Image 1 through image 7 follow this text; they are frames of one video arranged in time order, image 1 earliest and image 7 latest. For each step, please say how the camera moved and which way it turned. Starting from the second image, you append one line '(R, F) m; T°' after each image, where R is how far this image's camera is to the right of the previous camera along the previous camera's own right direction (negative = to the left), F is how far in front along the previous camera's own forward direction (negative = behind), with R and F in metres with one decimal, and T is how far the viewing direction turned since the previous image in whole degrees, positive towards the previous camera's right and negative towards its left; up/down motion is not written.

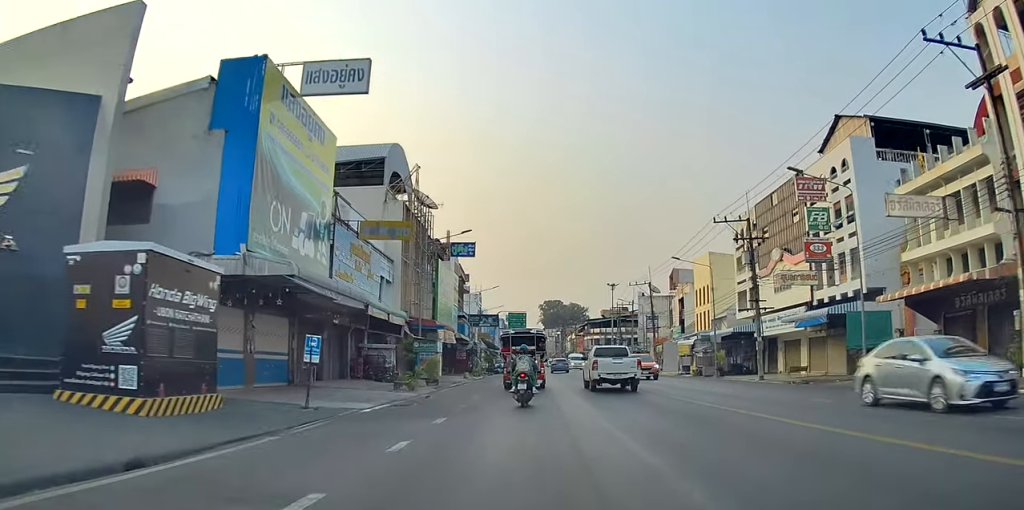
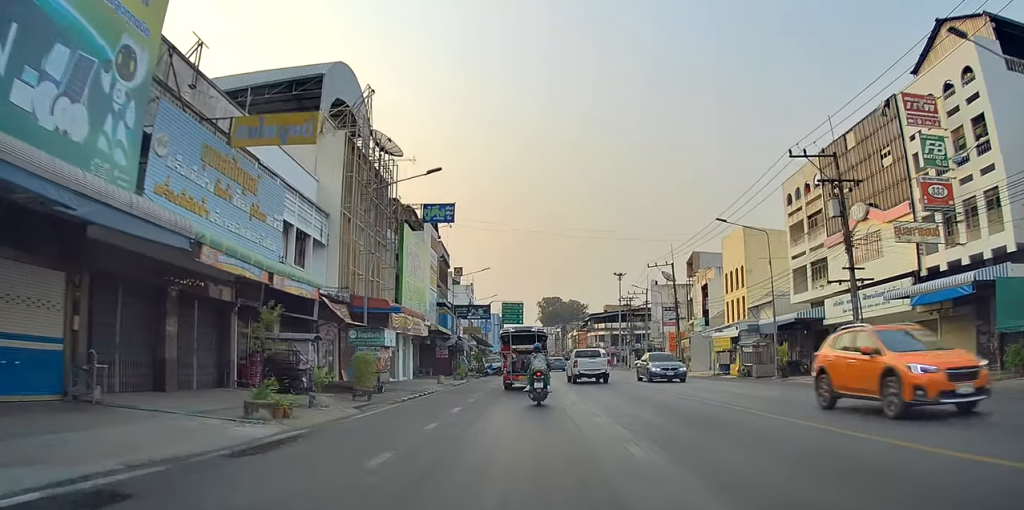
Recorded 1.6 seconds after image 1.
(-0.2, +13.4) m; -1°
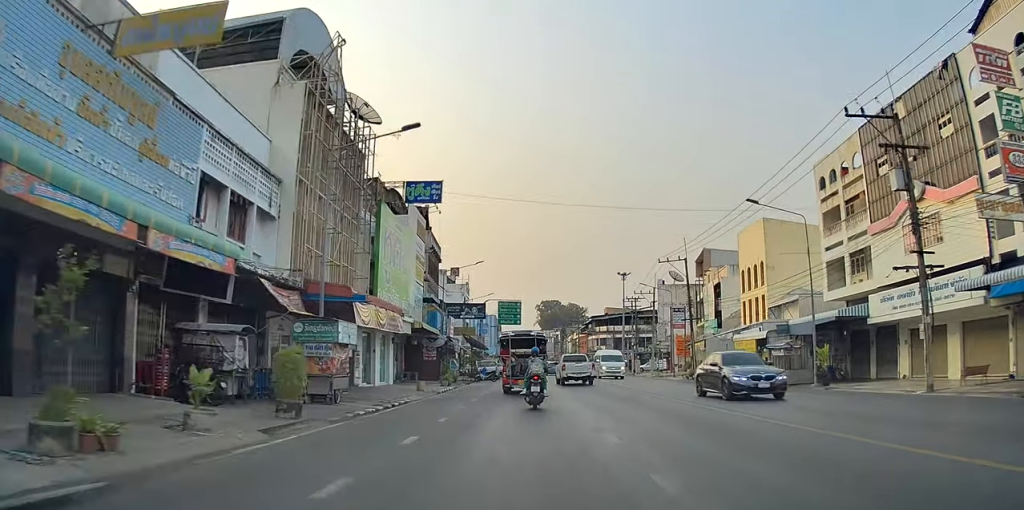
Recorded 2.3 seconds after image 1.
(0.0, +5.8) m; -3°
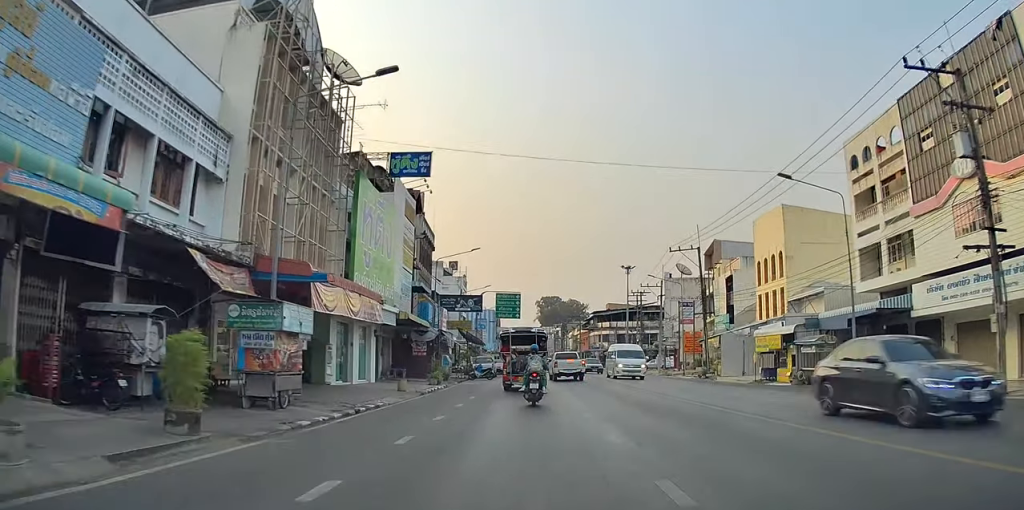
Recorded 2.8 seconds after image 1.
(+0.2, +4.2) m; -2°
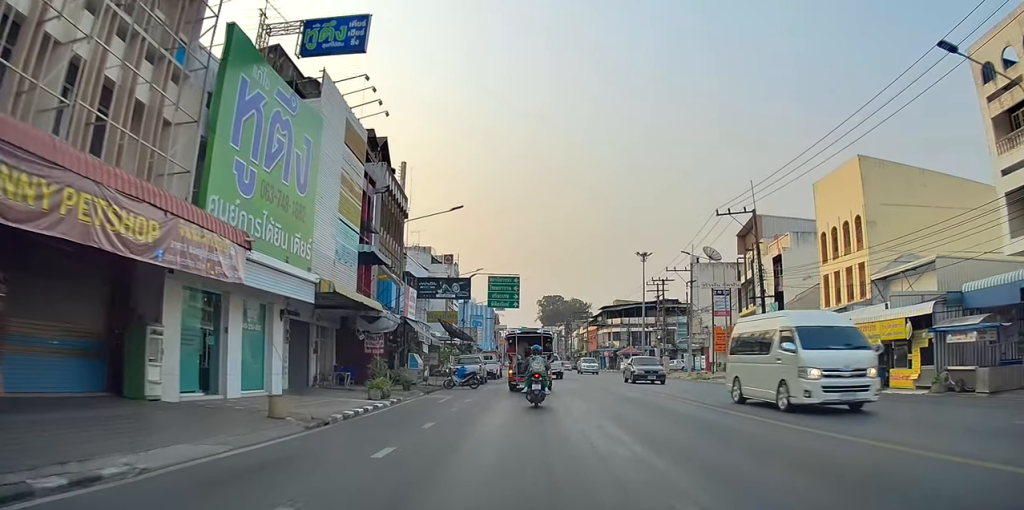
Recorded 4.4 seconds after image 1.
(-0.4, +13.0) m; -1°
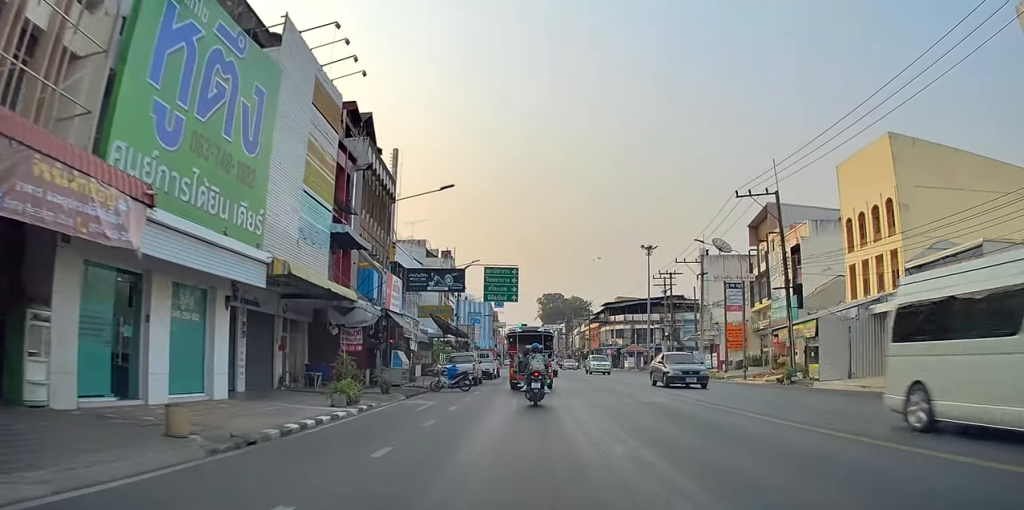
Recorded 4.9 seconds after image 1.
(+0.1, +4.1) m; 0°
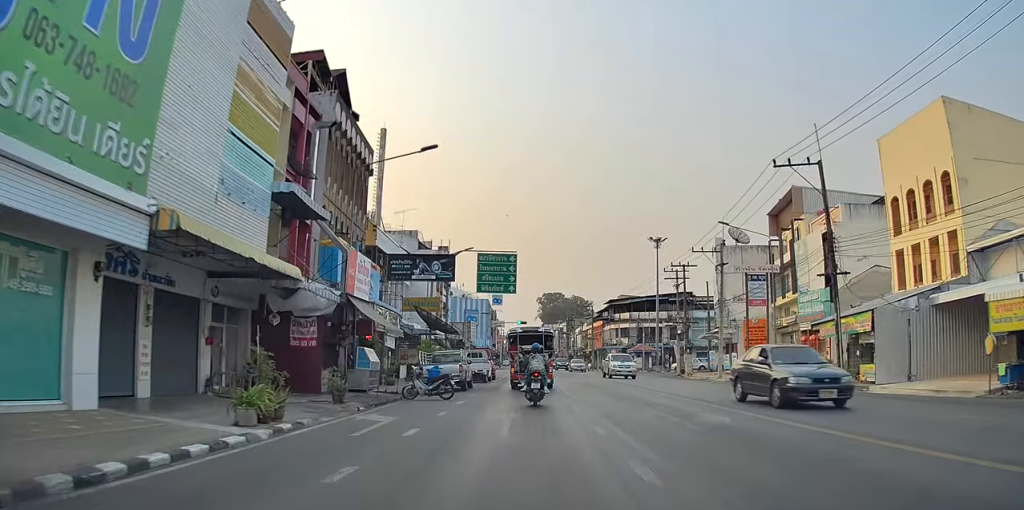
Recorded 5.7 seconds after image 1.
(-0.5, +5.8) m; +1°
